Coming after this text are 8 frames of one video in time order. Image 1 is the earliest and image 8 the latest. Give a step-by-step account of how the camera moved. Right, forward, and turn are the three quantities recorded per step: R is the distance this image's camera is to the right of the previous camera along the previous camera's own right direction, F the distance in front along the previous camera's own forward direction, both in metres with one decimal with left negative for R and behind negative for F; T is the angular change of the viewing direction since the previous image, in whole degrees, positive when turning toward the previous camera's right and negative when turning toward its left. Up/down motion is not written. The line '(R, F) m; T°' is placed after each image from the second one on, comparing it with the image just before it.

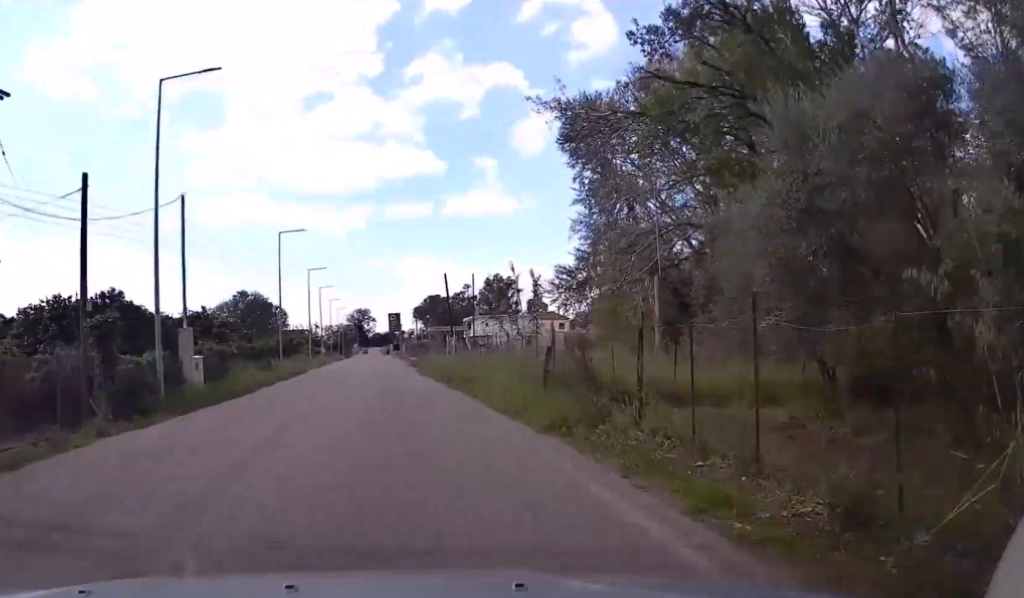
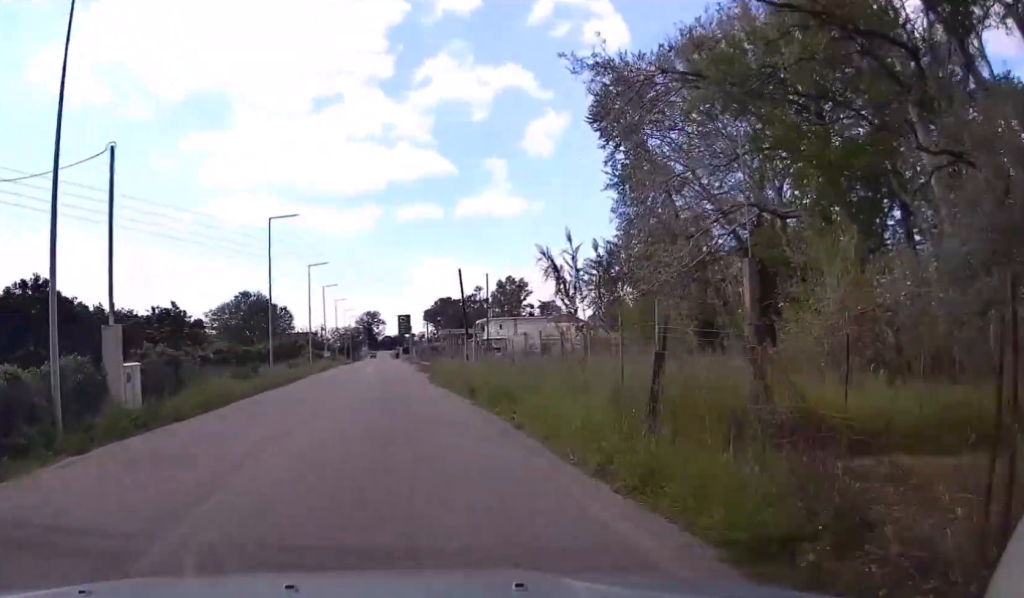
(-0.1, +6.6) m; -1°
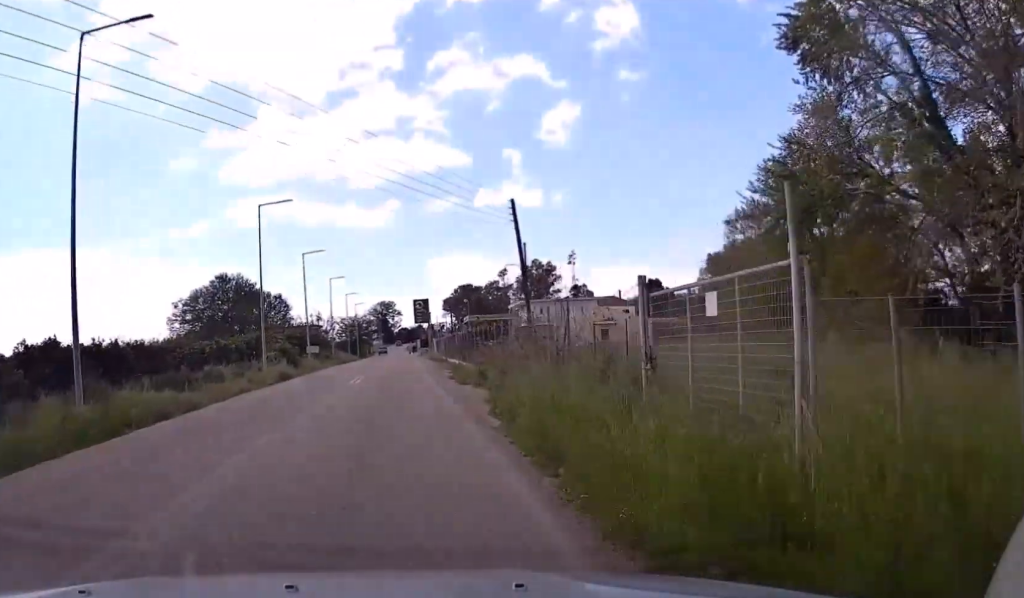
(-1.2, +26.0) m; -4°
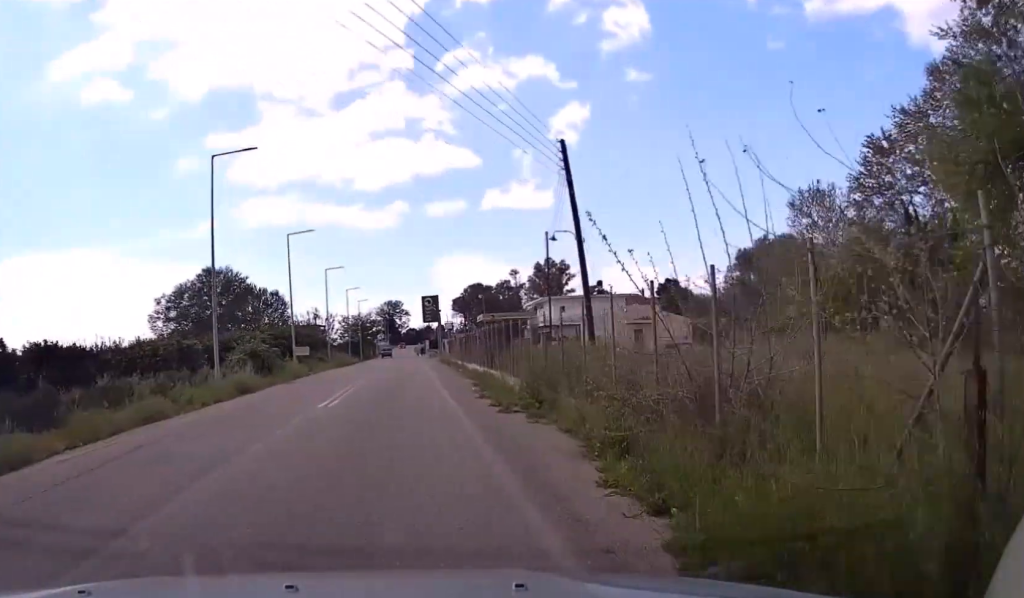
(-0.1, +10.6) m; -1°
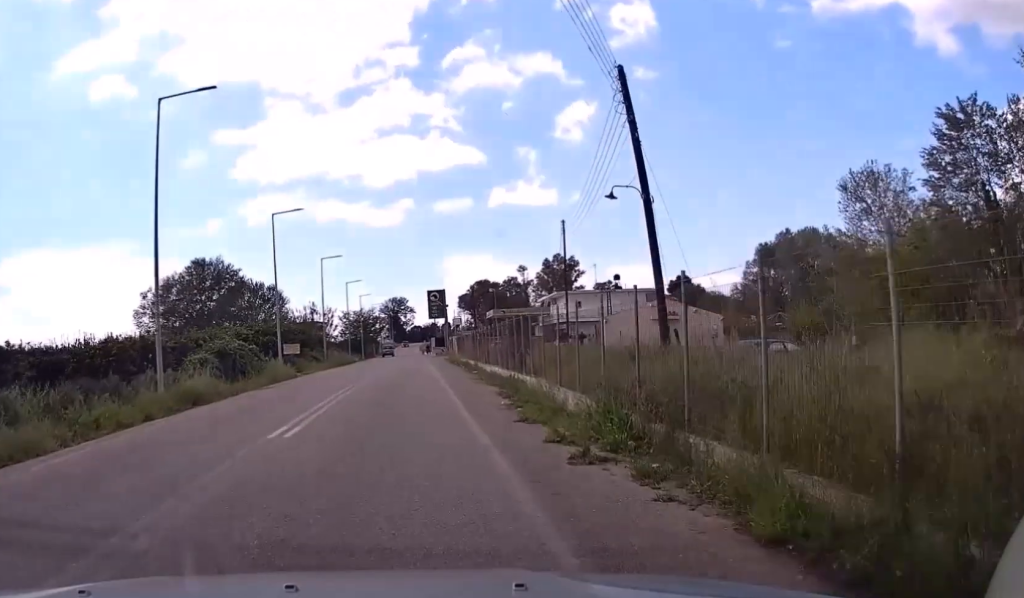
(0.0, +6.9) m; 0°
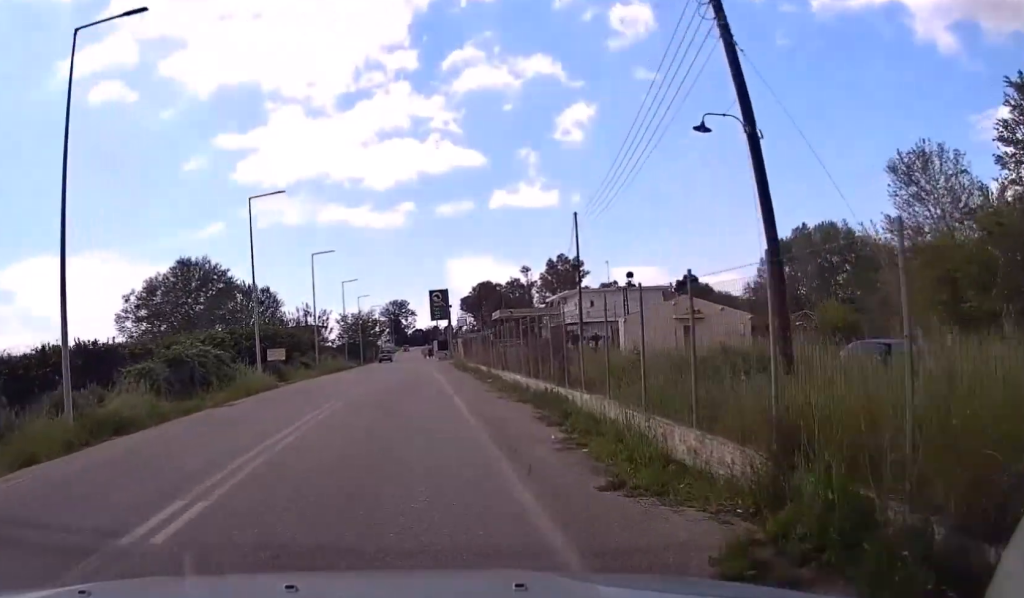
(0.0, +6.0) m; 0°
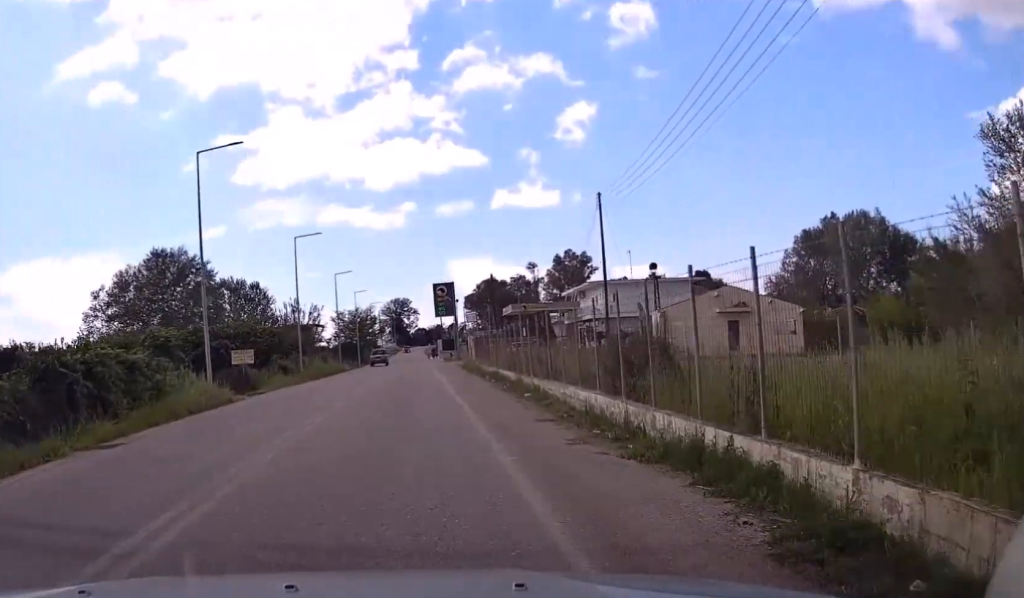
(0.0, +9.1) m; 0°
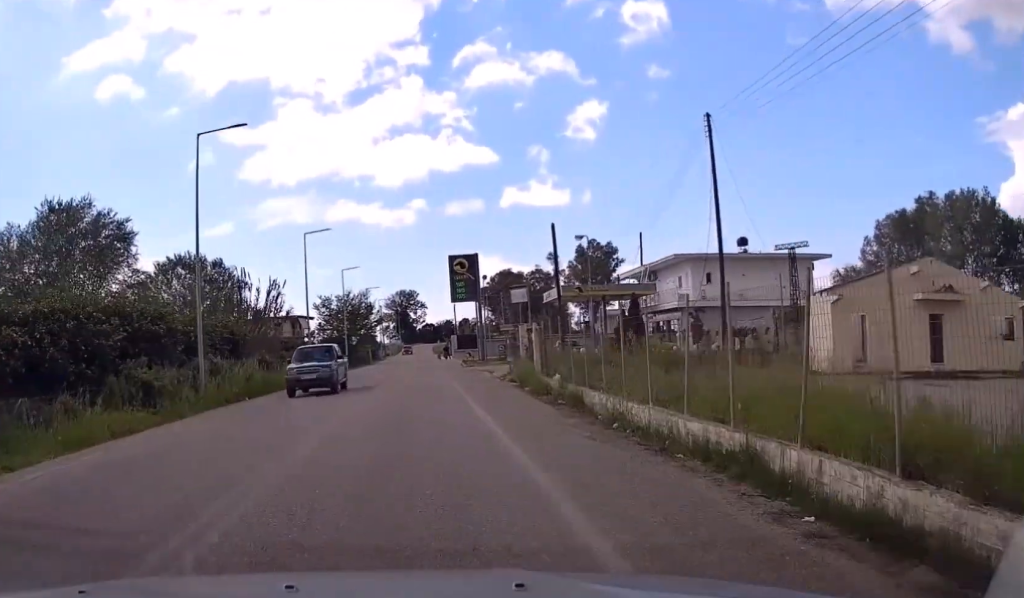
(0.0, +23.7) m; -1°
